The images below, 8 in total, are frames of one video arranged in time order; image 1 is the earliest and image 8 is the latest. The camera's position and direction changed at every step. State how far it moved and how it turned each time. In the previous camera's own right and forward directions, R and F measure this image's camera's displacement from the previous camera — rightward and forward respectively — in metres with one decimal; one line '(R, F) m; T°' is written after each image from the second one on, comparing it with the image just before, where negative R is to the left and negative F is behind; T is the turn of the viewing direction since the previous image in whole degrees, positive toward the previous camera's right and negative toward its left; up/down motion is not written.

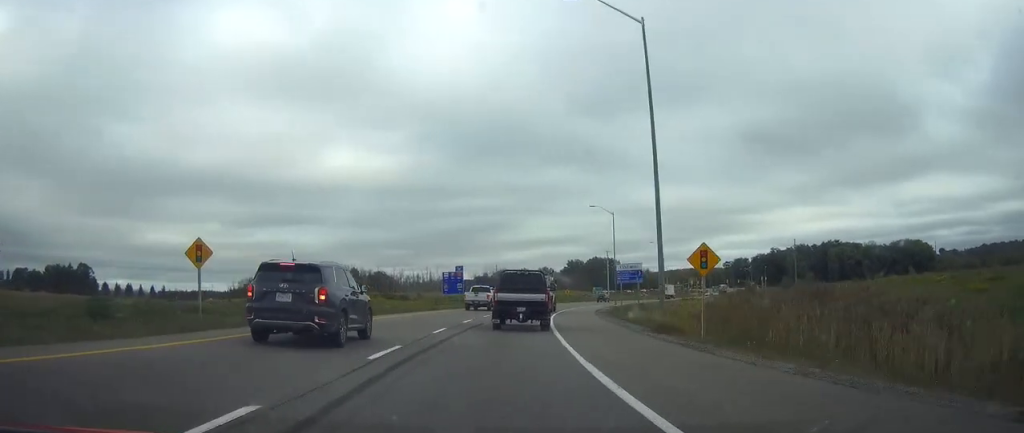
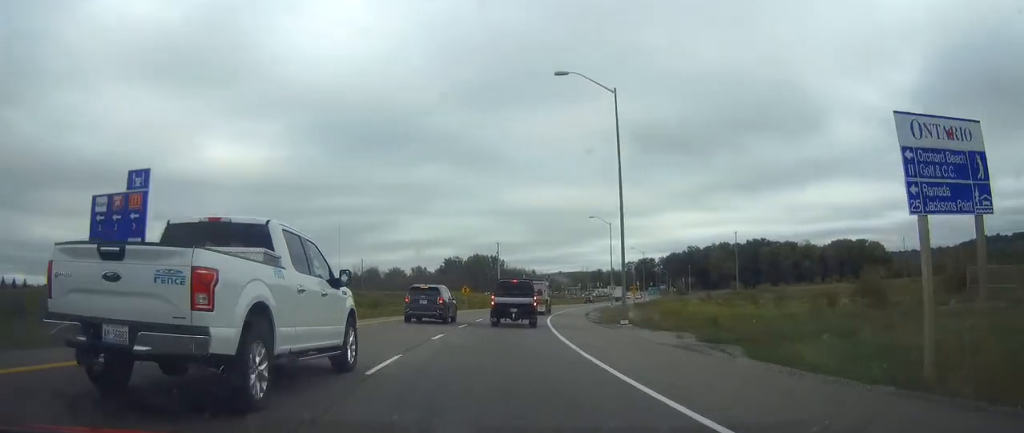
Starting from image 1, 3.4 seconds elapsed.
(+4.8, +56.2) m; +10°
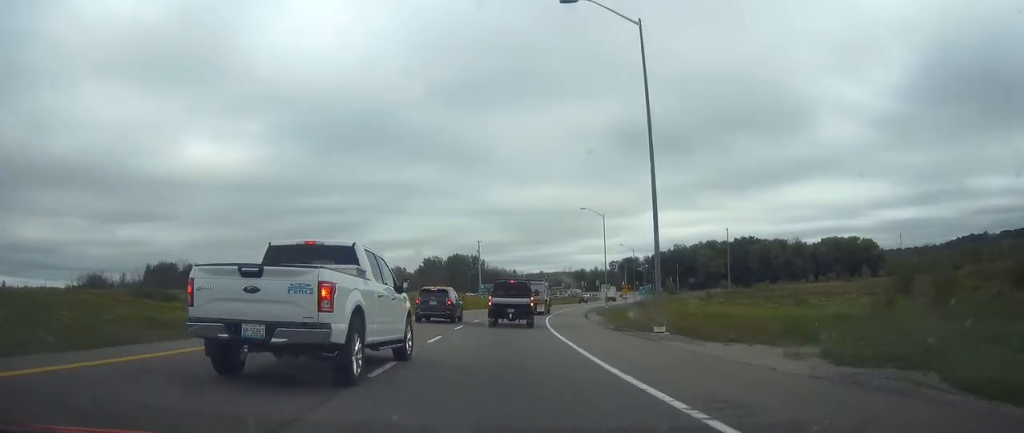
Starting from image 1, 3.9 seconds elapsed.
(+0.1, +9.6) m; +2°
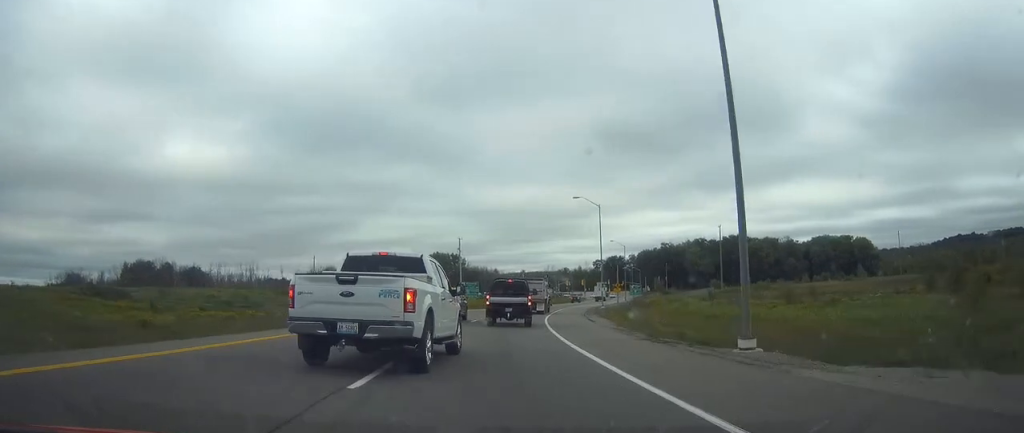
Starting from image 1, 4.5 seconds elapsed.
(+0.1, +9.7) m; +2°
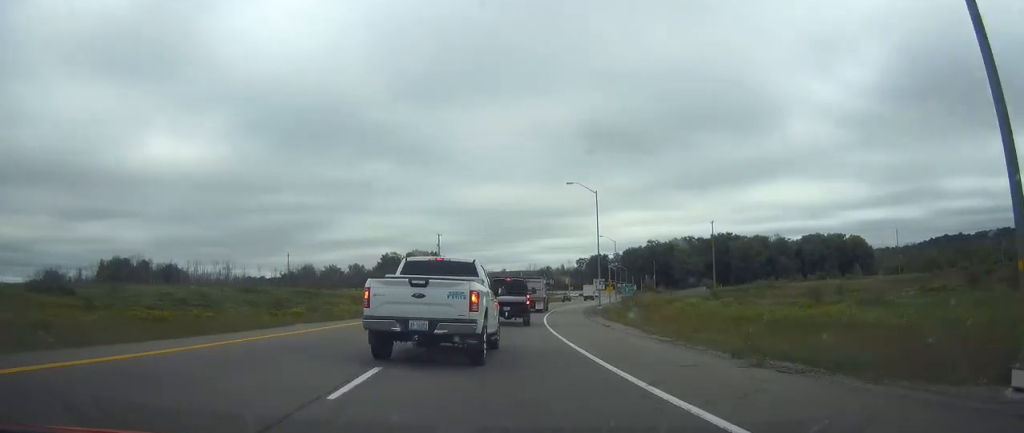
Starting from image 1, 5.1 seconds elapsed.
(+0.2, +9.7) m; +2°
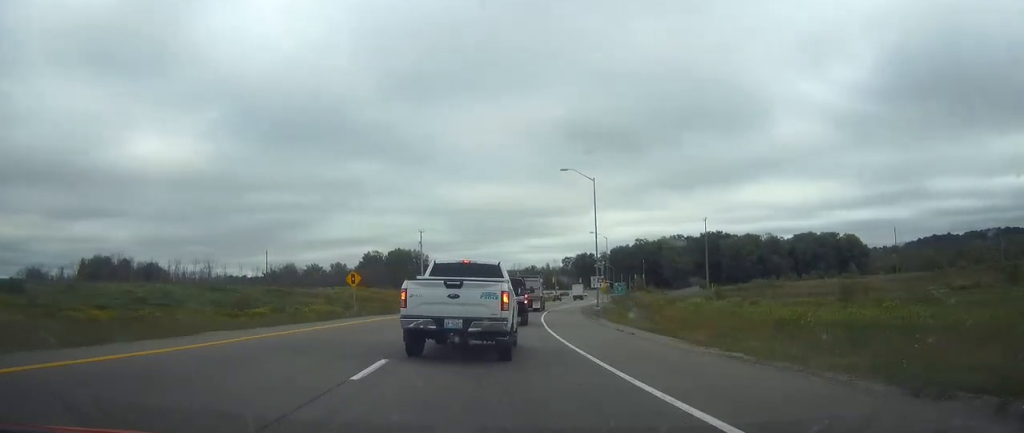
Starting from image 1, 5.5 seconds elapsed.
(+0.1, +7.5) m; +1°
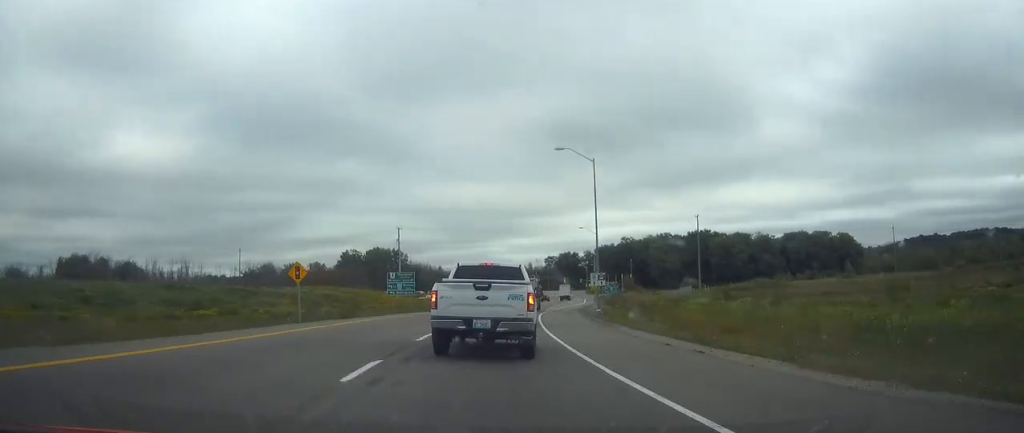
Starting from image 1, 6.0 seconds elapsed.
(+0.2, +9.1) m; +2°
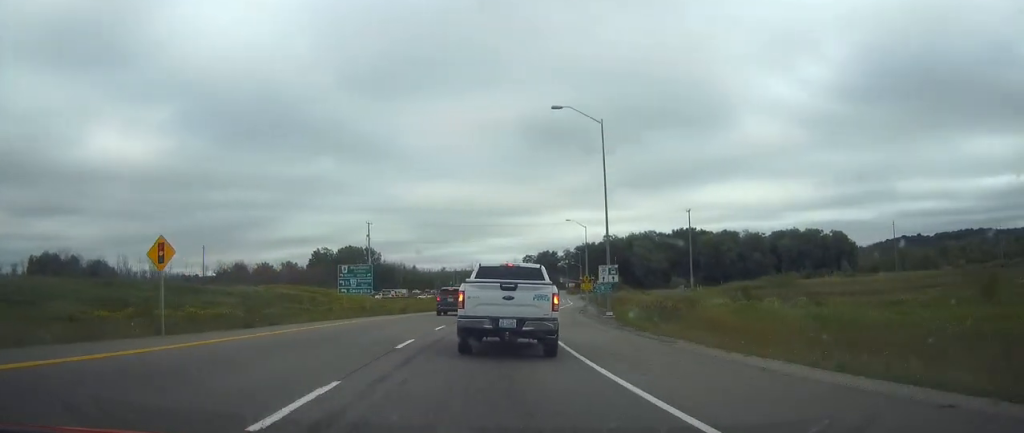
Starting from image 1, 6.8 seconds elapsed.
(+0.1, +12.5) m; +2°
